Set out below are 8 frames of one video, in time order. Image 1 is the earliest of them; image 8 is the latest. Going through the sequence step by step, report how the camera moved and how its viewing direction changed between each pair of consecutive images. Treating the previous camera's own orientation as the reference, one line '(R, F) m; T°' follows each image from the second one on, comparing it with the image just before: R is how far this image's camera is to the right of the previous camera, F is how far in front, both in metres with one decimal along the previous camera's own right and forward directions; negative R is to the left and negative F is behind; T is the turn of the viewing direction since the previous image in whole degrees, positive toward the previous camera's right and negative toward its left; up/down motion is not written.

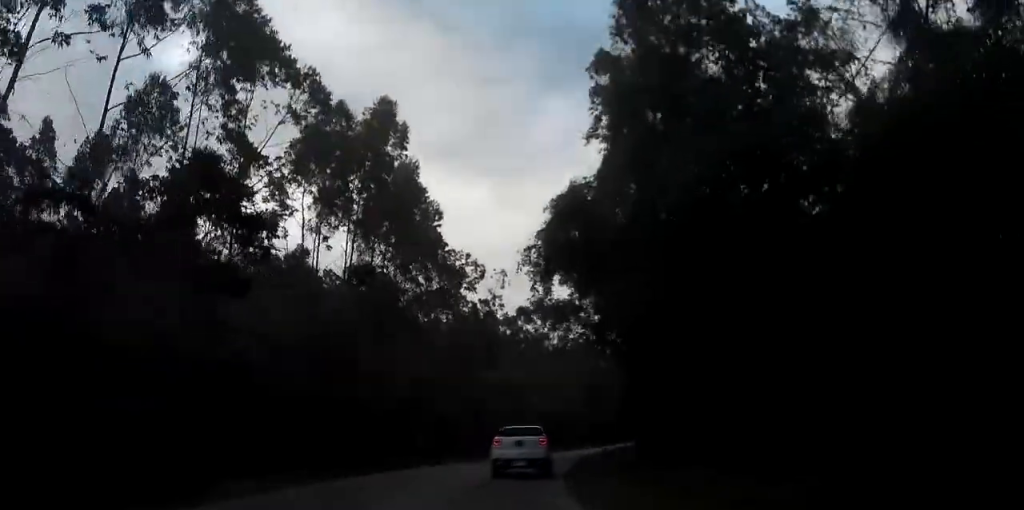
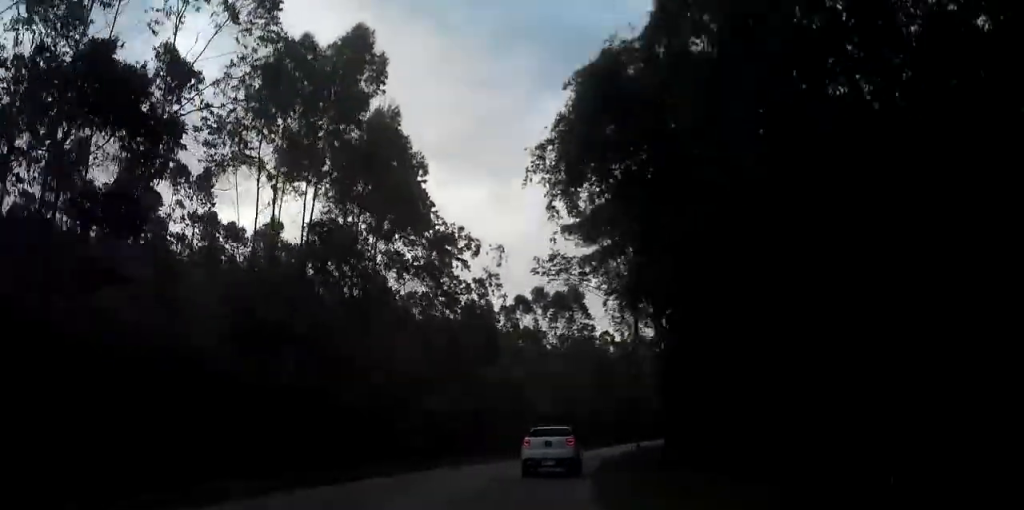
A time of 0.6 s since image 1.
(0.0, +6.6) m; 0°
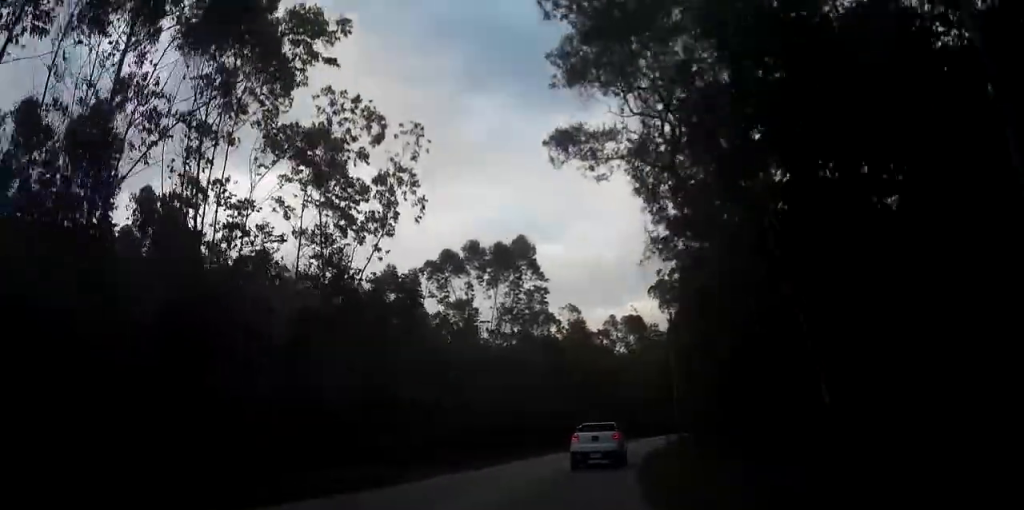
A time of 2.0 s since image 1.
(0.0, +17.2) m; +1°
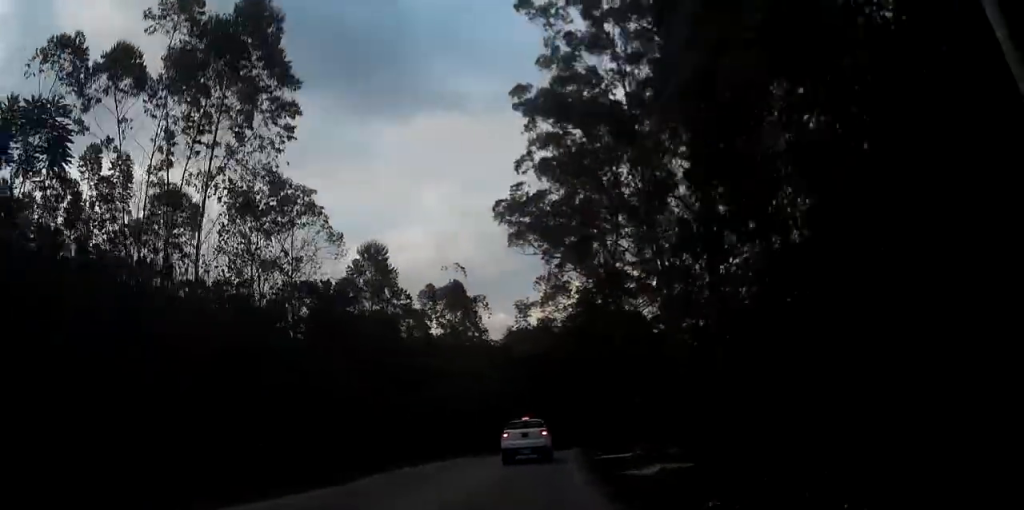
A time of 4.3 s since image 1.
(+4.3, +29.3) m; +17°
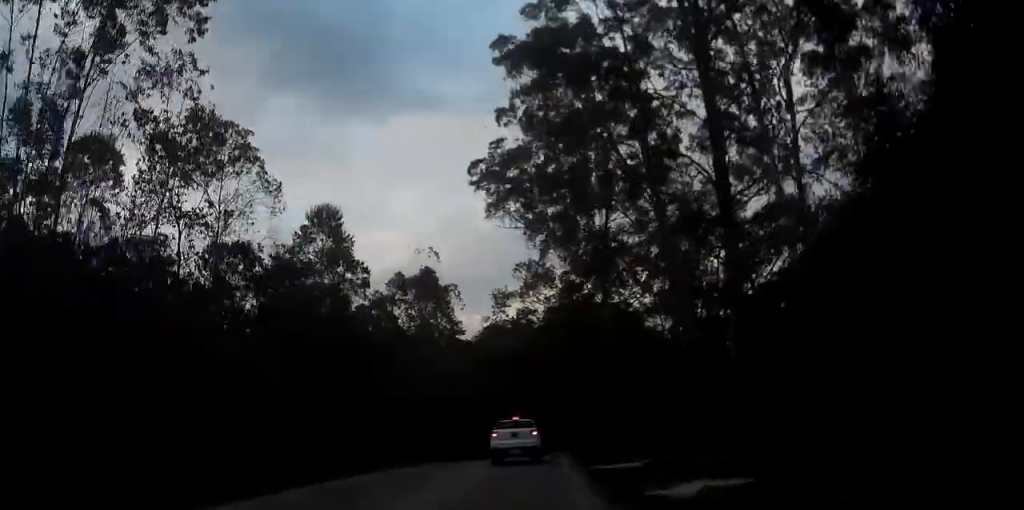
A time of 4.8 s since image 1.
(+0.2, +6.7) m; +2°
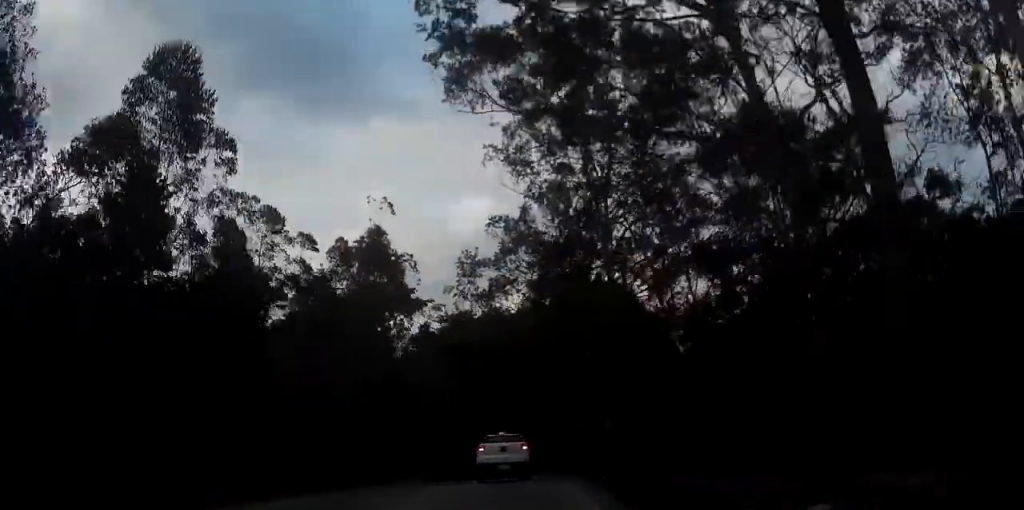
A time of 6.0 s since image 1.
(+0.1, +15.8) m; +2°
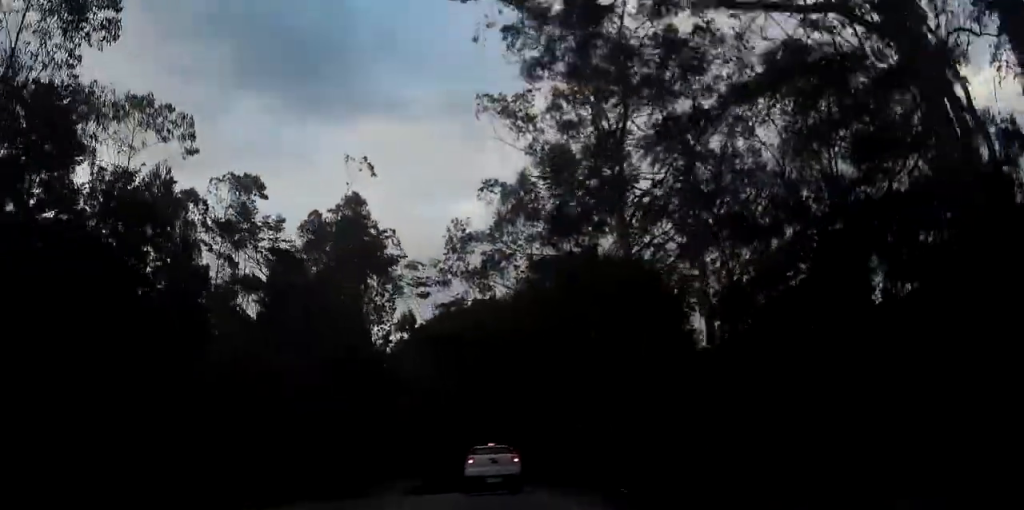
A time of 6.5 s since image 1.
(+0.3, +7.5) m; +1°
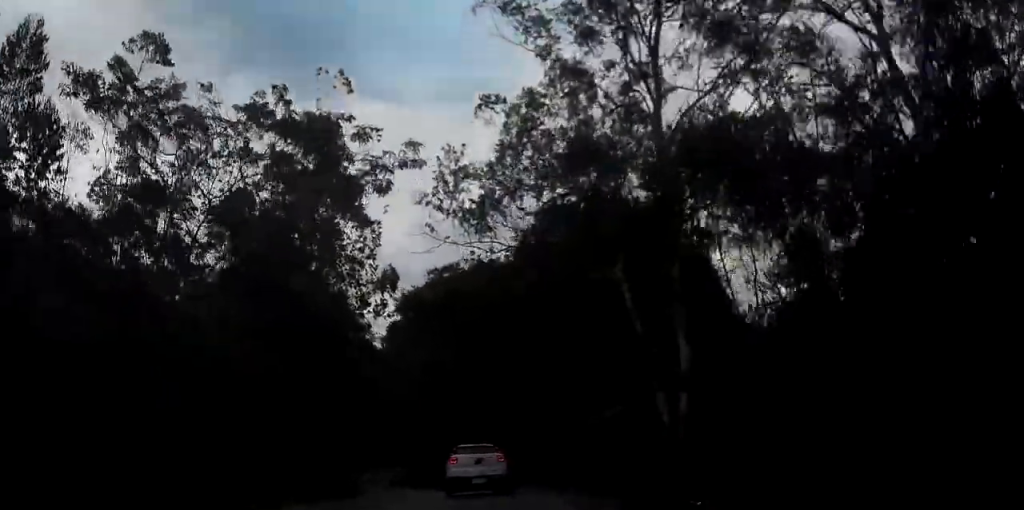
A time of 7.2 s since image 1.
(+0.1, +9.3) m; 0°
